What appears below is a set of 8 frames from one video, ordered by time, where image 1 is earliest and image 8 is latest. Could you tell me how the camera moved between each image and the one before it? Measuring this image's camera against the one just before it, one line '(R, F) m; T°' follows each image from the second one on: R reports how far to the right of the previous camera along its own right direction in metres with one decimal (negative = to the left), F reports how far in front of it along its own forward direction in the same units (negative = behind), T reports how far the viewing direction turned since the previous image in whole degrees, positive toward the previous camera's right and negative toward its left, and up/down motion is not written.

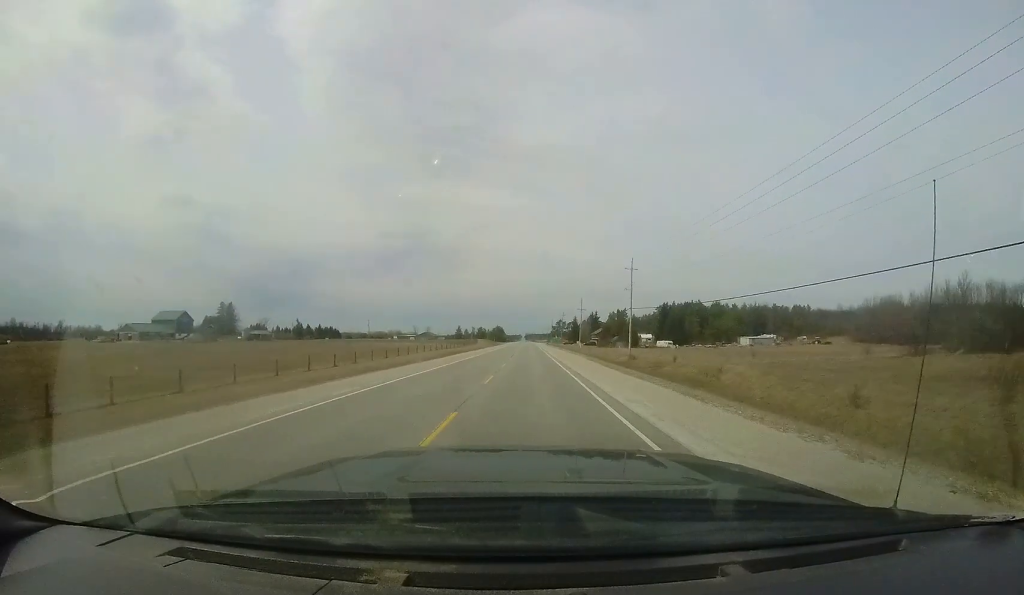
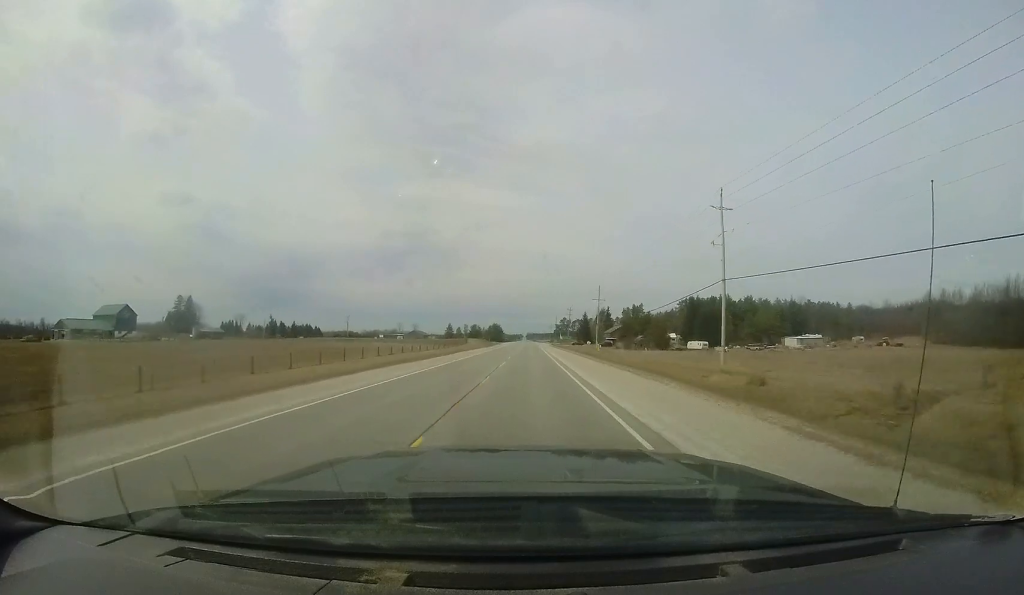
(-0.4, +28.0) m; -1°
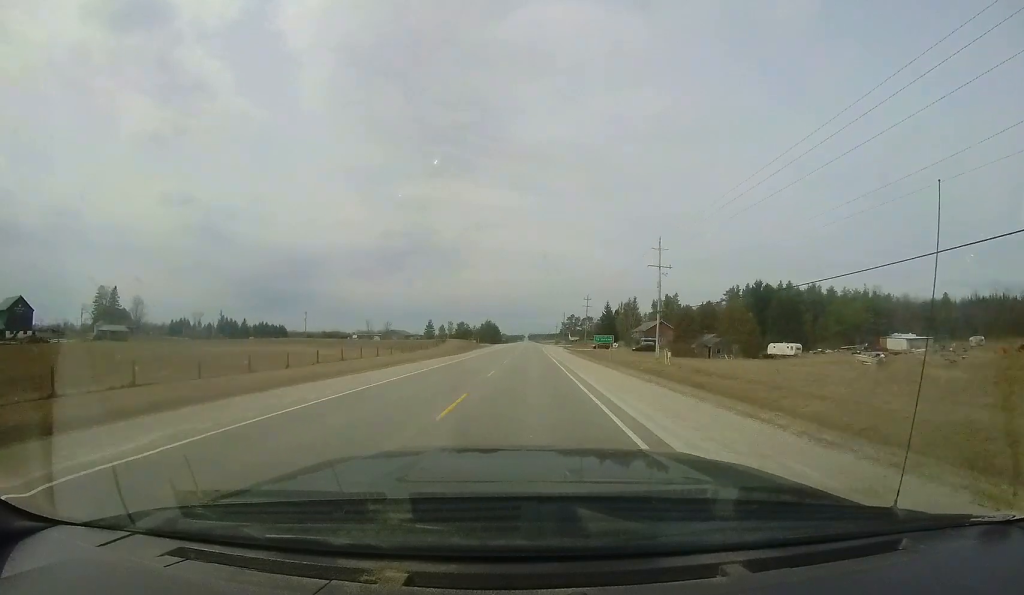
(-0.2, +40.7) m; +1°
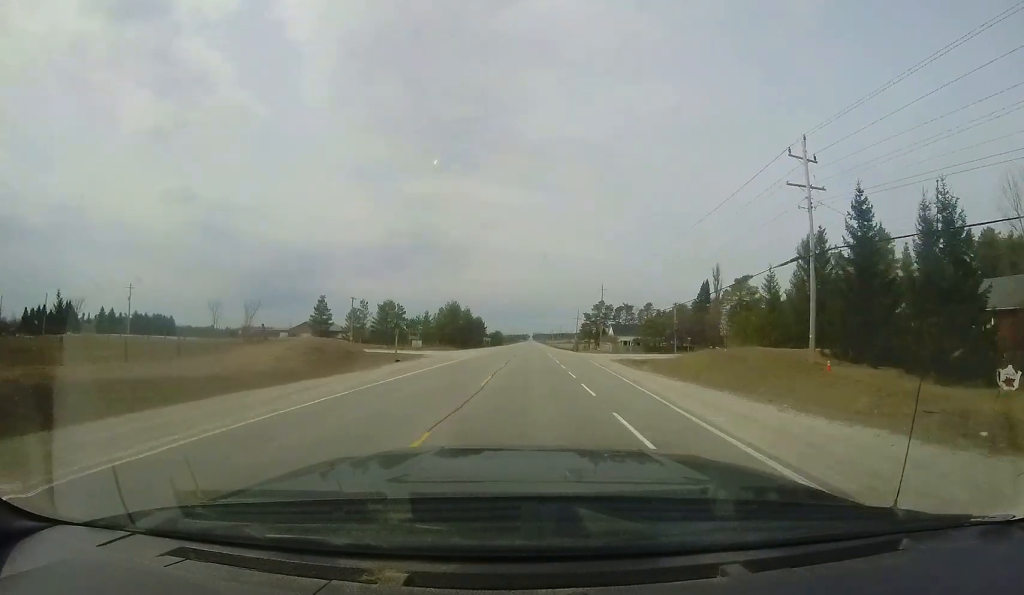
(-0.6, +84.0) m; -1°
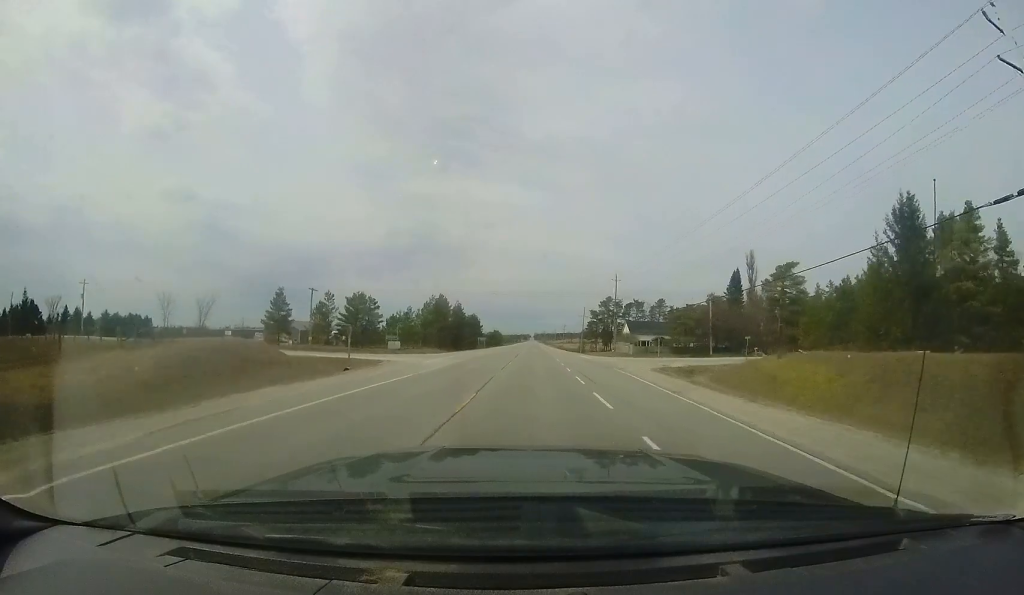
(-0.1, +13.6) m; 0°
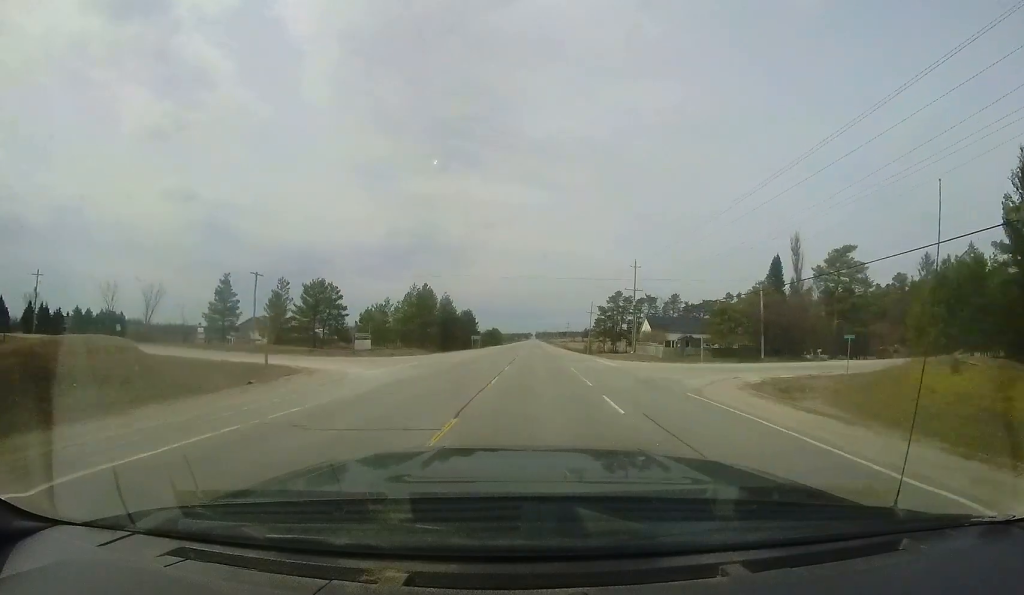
(-0.1, +12.6) m; 0°
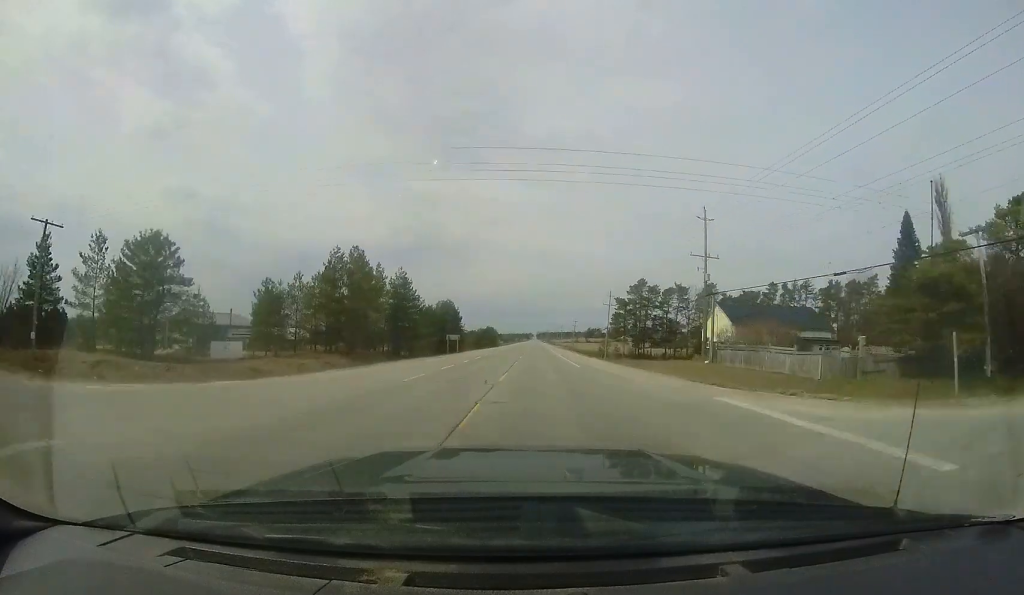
(+0.3, +25.1) m; 0°
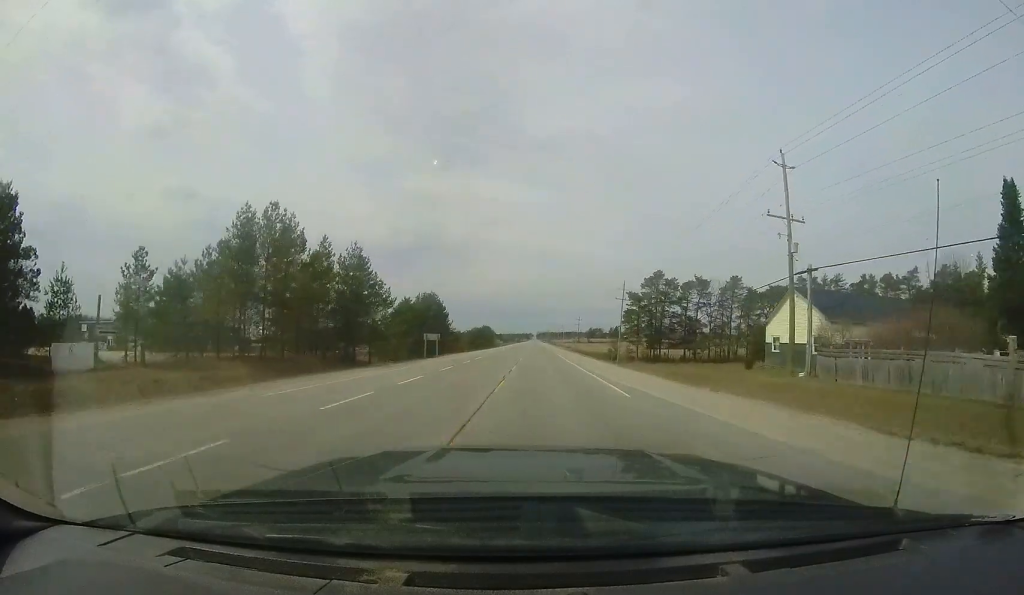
(+0.1, +12.5) m; 0°
